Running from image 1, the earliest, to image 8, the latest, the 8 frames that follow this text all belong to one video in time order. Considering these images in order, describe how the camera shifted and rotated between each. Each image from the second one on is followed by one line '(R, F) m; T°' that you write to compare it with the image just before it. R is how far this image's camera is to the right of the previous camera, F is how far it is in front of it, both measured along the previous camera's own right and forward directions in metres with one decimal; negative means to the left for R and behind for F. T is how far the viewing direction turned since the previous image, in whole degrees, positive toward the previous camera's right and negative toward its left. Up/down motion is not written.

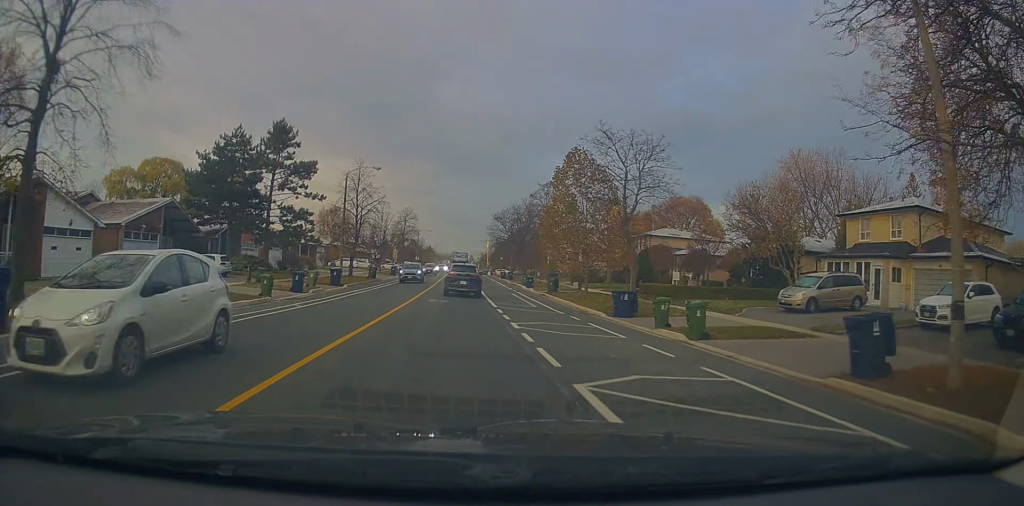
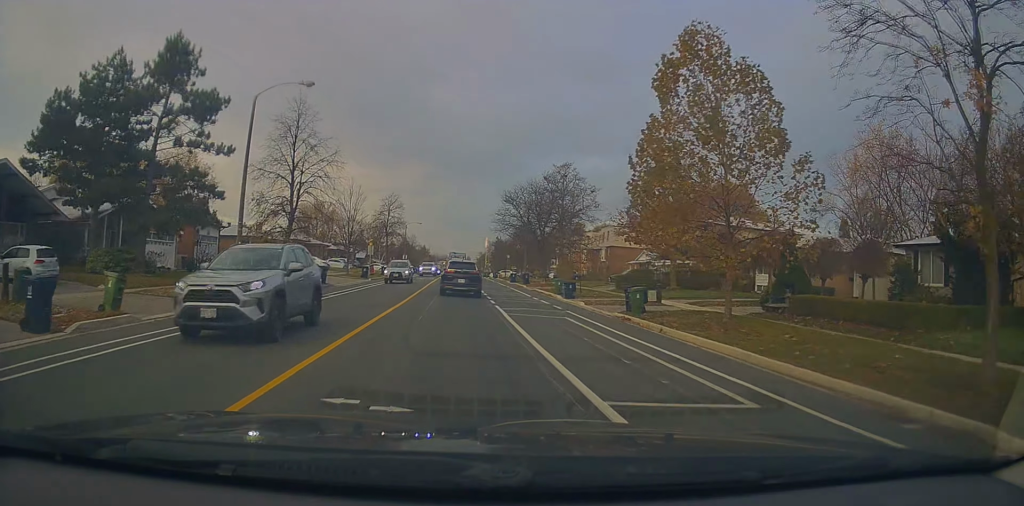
(-0.3, +18.5) m; -2°
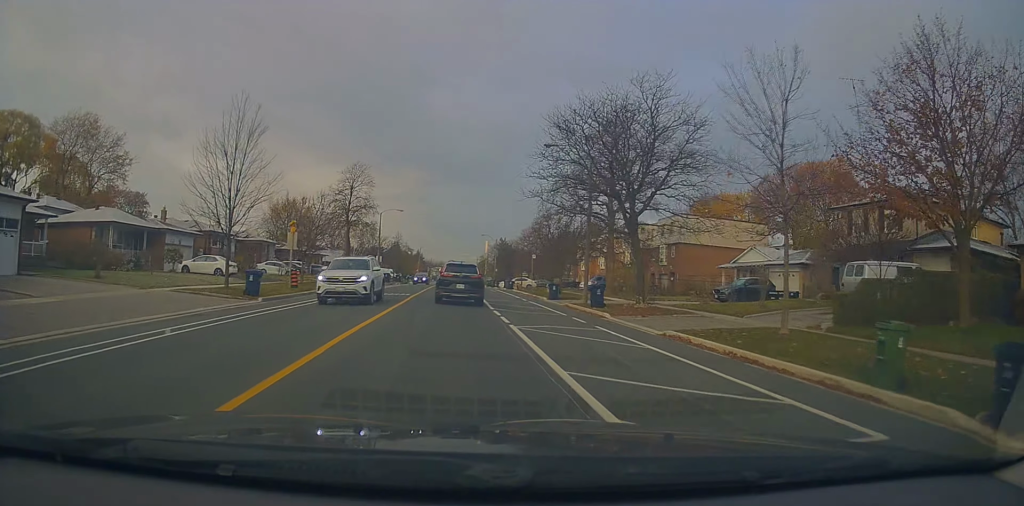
(+0.5, +26.3) m; +2°
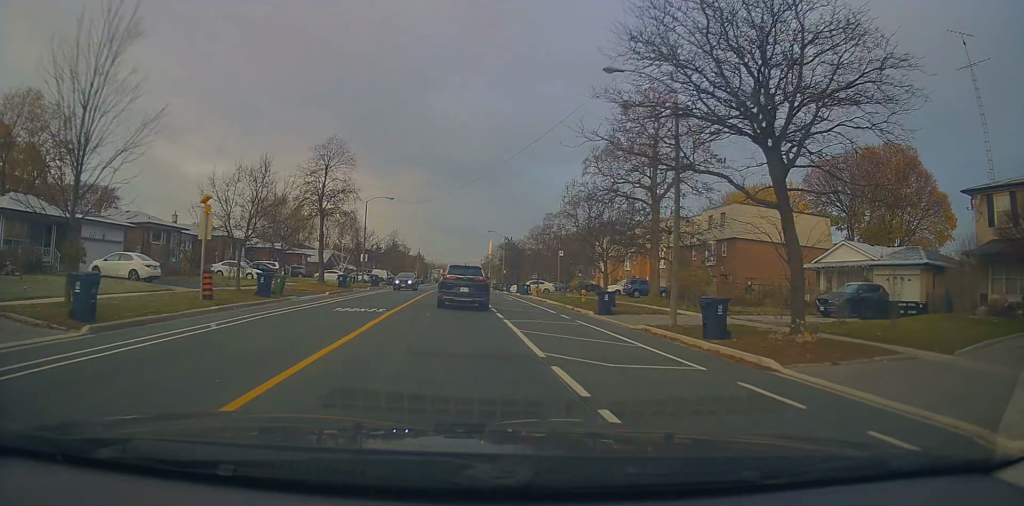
(-0.3, +11.7) m; 0°
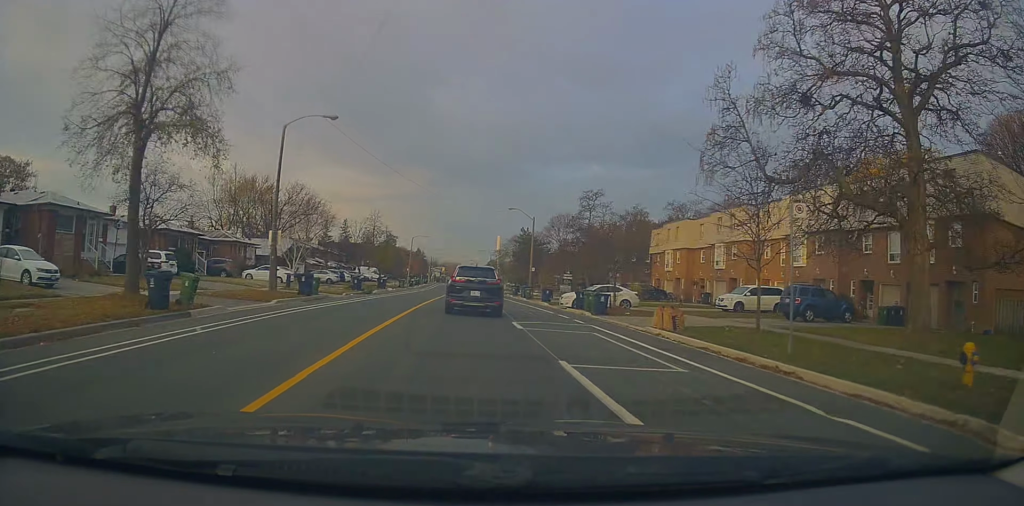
(+0.2, +26.4) m; 0°
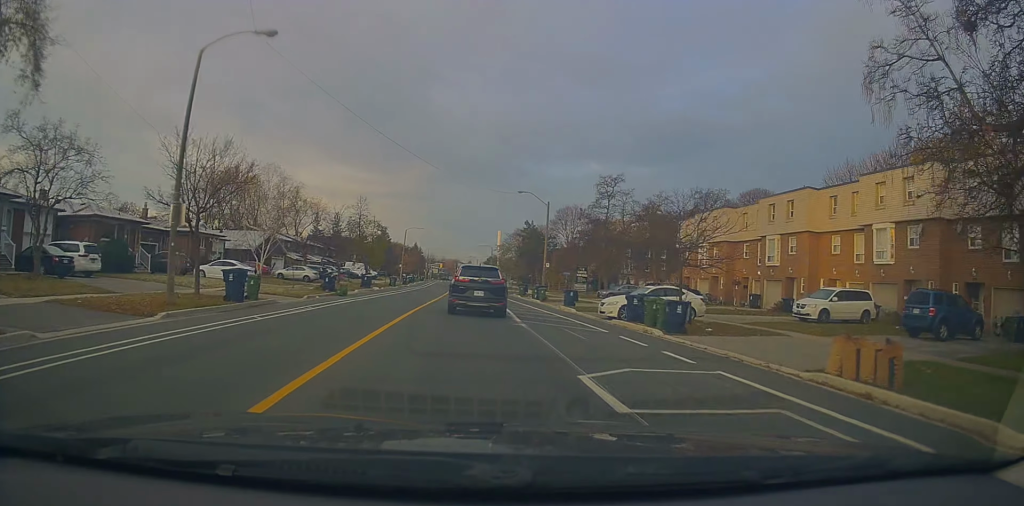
(+0.2, +9.3) m; +1°
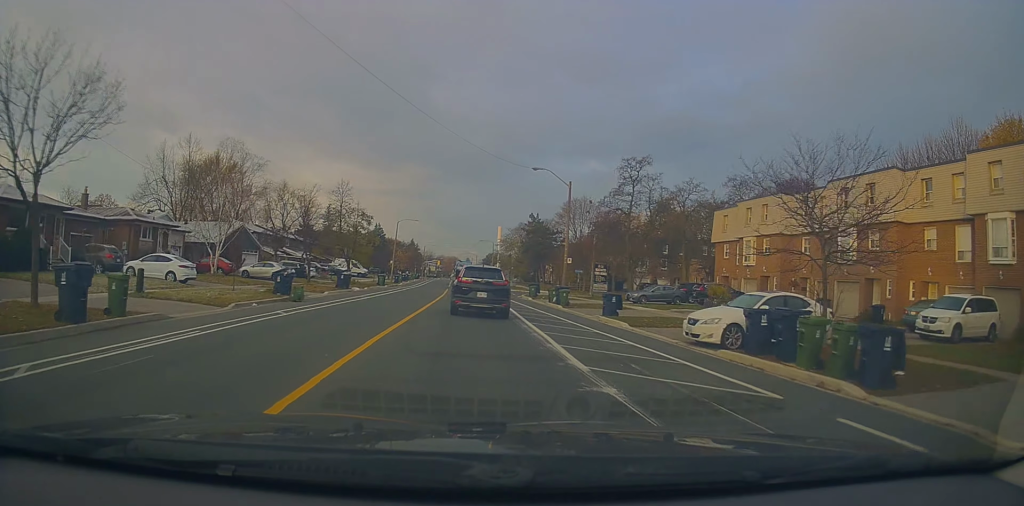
(+0.1, +9.3) m; -1°
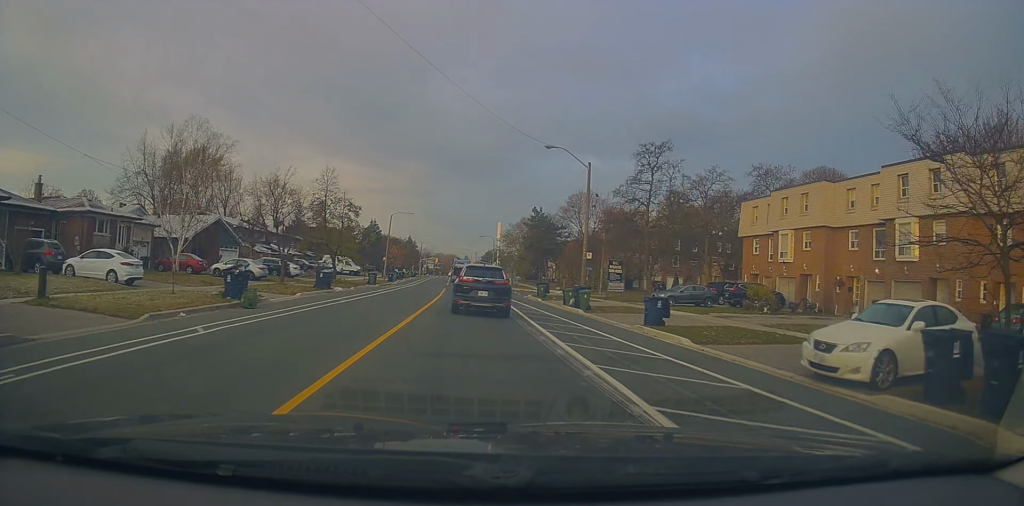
(+0.2, +5.7) m; -1°
